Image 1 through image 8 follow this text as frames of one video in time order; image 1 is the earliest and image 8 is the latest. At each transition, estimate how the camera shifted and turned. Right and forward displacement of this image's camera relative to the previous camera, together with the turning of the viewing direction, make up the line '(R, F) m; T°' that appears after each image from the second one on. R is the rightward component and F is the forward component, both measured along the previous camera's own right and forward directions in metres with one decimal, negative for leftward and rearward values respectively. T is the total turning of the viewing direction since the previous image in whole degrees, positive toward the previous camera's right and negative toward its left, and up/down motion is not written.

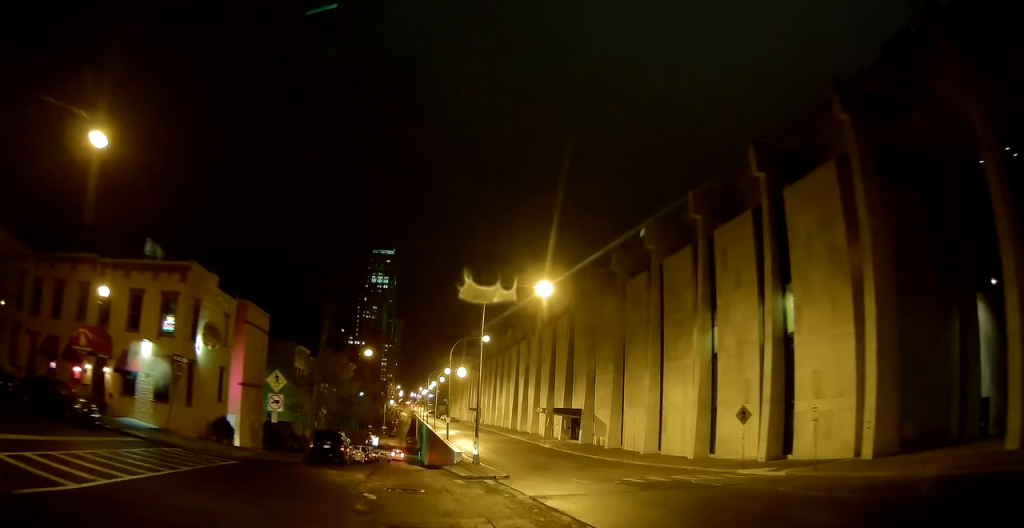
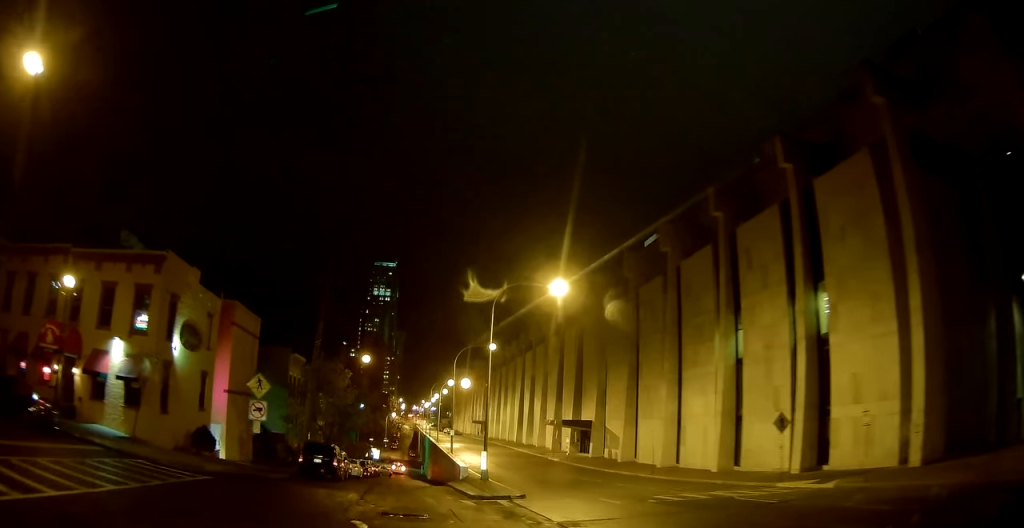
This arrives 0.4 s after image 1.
(0.0, +3.1) m; -1°
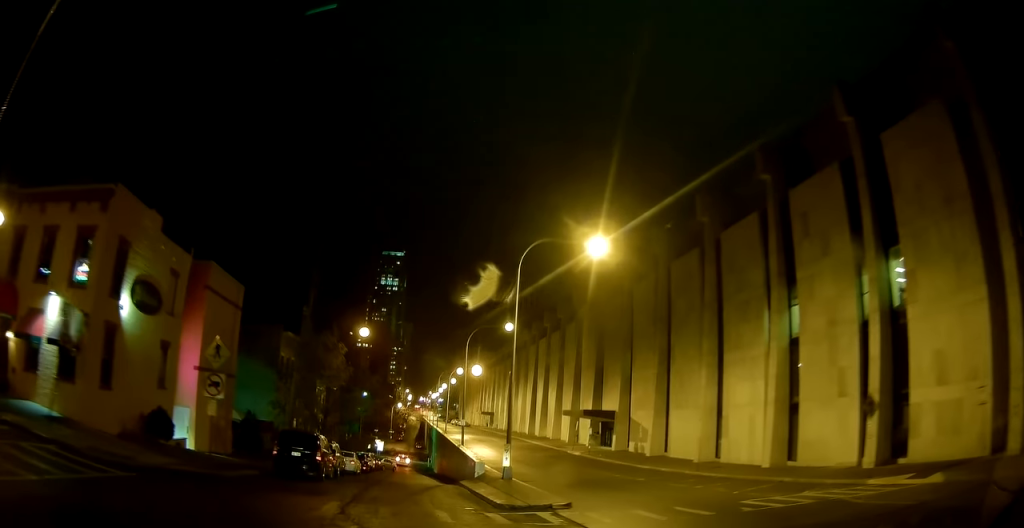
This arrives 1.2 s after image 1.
(0.0, +5.9) m; -1°
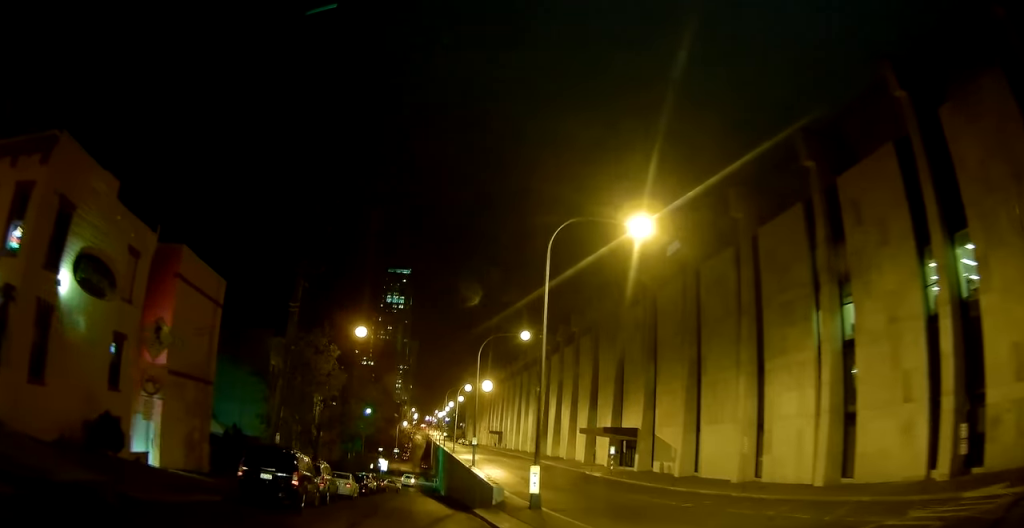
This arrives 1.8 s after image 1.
(-0.1, +4.7) m; -1°
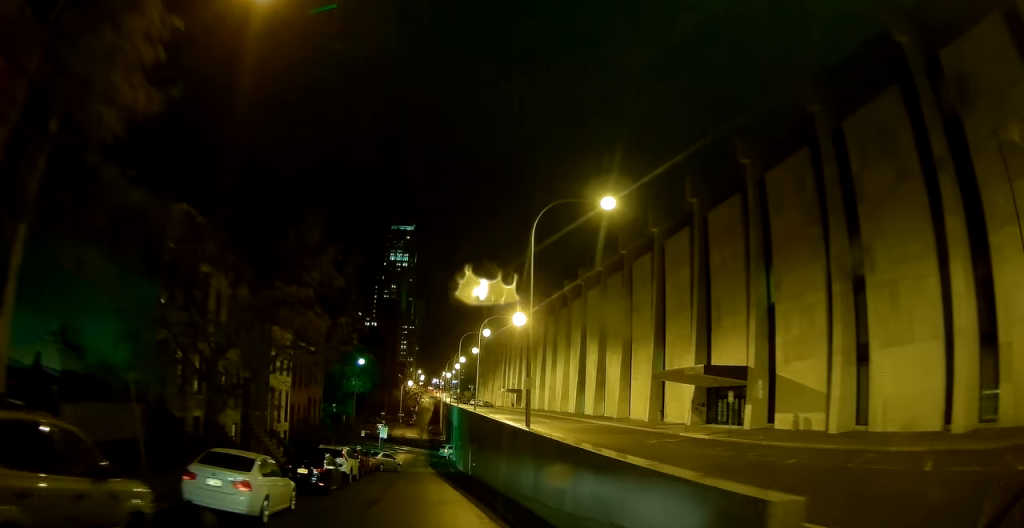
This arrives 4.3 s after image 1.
(+0.4, +18.7) m; +2°
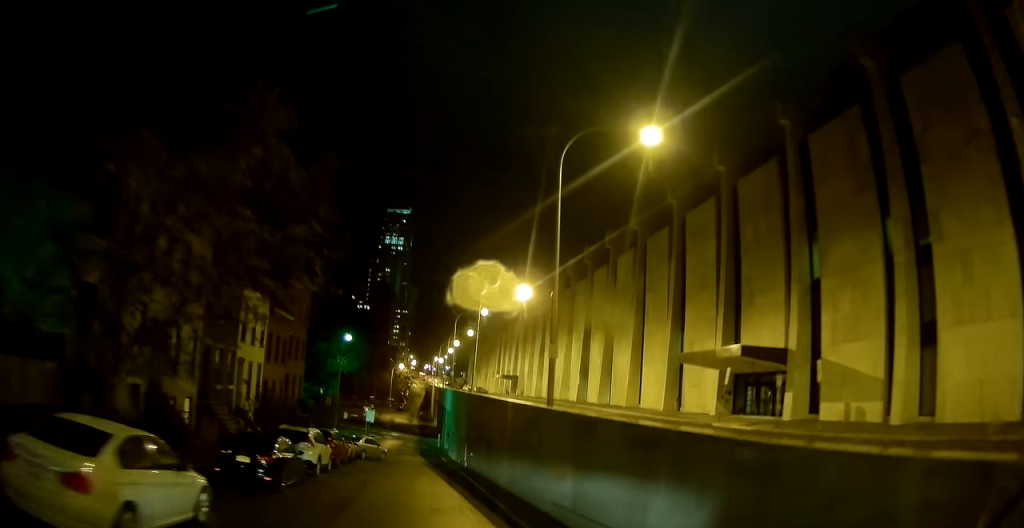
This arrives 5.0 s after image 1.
(-0.1, +5.4) m; 0°
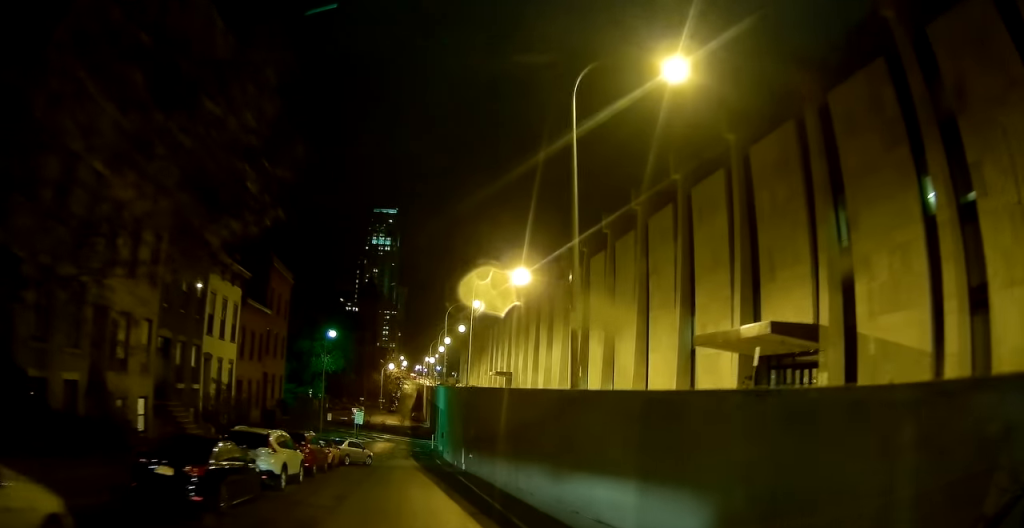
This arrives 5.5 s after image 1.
(+0.1, +3.9) m; 0°
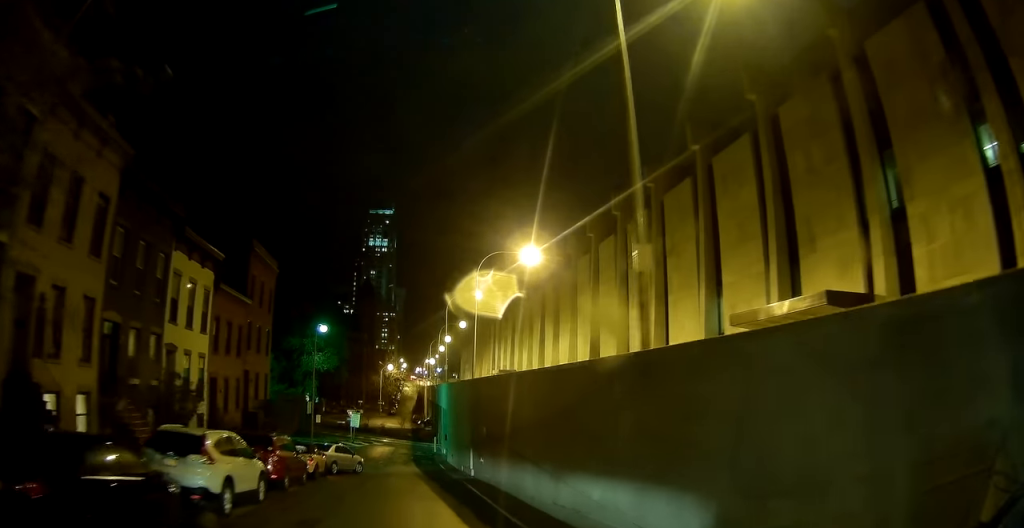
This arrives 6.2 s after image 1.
(0.0, +4.6) m; -1°
